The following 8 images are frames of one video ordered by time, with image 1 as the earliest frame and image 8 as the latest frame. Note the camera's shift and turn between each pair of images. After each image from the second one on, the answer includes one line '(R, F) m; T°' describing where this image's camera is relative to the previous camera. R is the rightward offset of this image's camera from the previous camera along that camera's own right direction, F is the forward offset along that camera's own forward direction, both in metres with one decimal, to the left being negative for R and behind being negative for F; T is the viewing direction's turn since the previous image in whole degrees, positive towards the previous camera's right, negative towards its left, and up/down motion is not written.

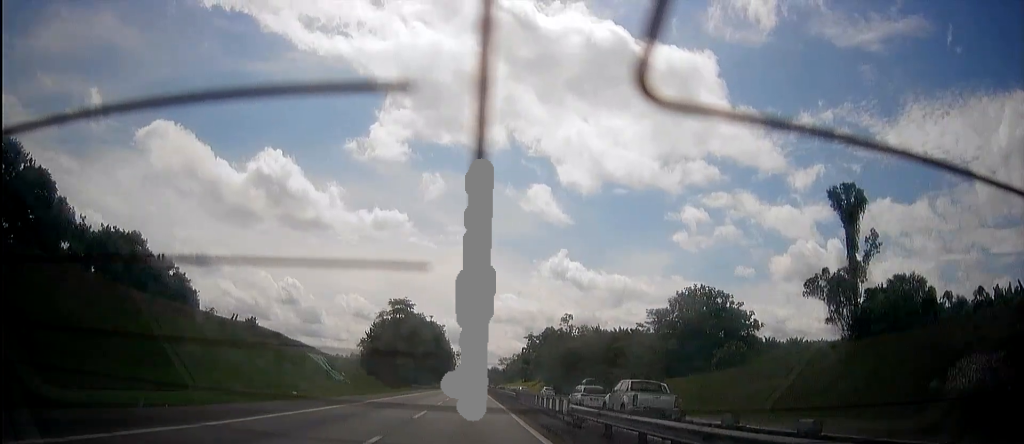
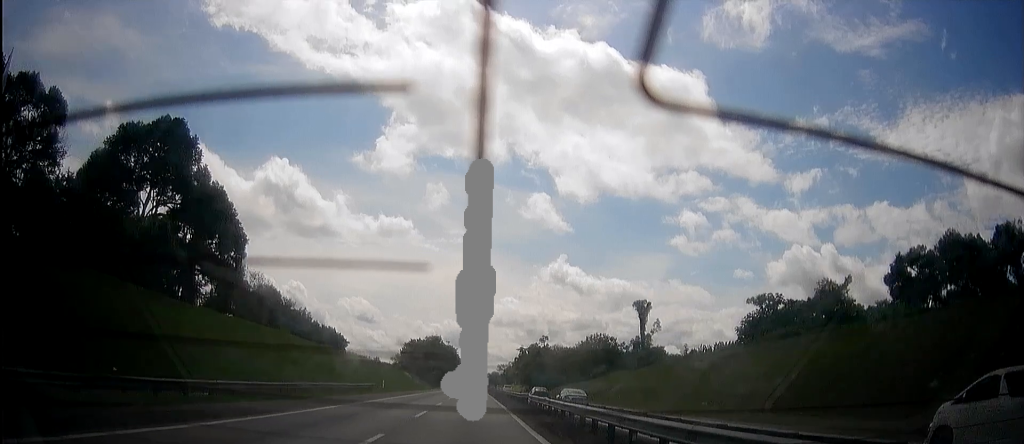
(+0.1, +84.8) m; 0°
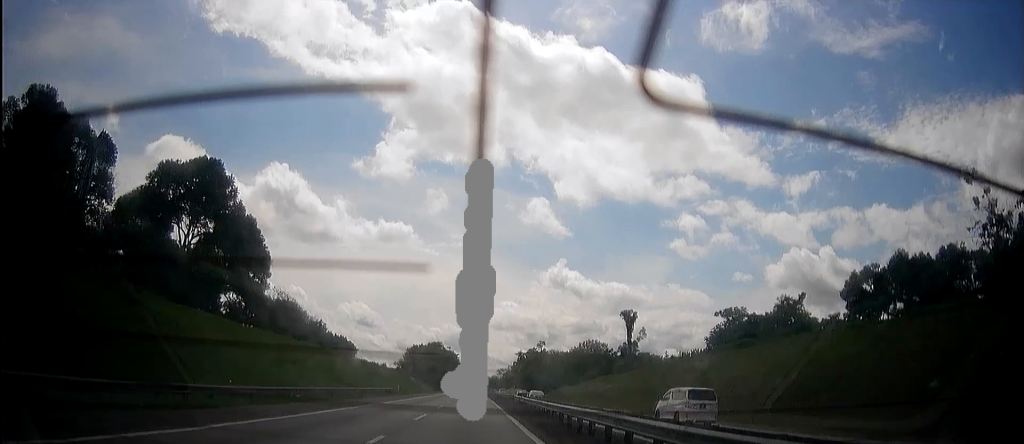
(0.0, +12.1) m; 0°
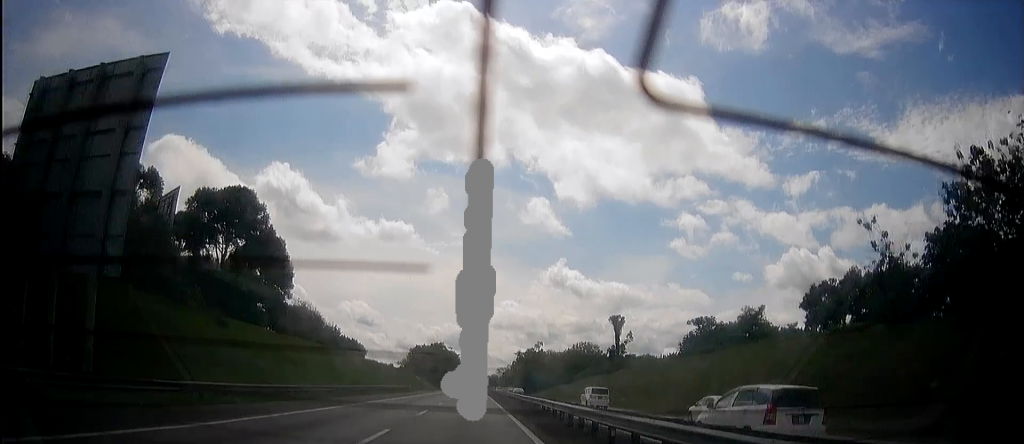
(0.0, +13.3) m; 0°
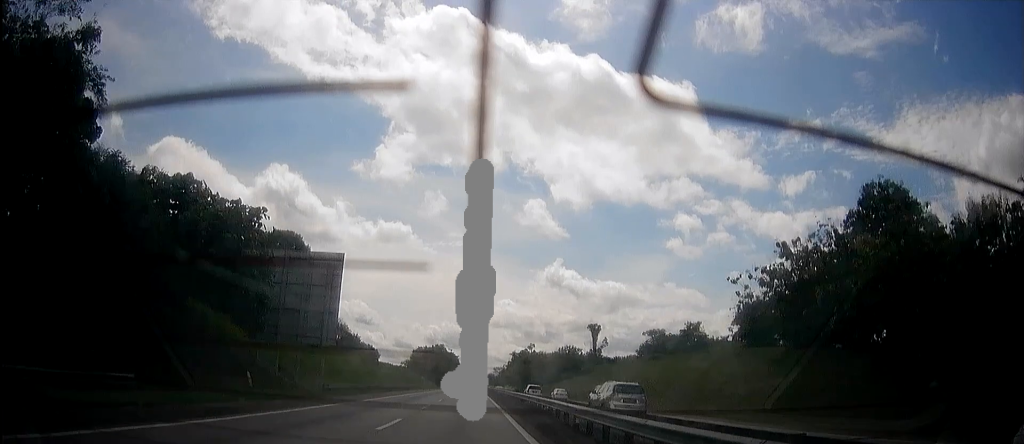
(0.0, +26.7) m; 0°
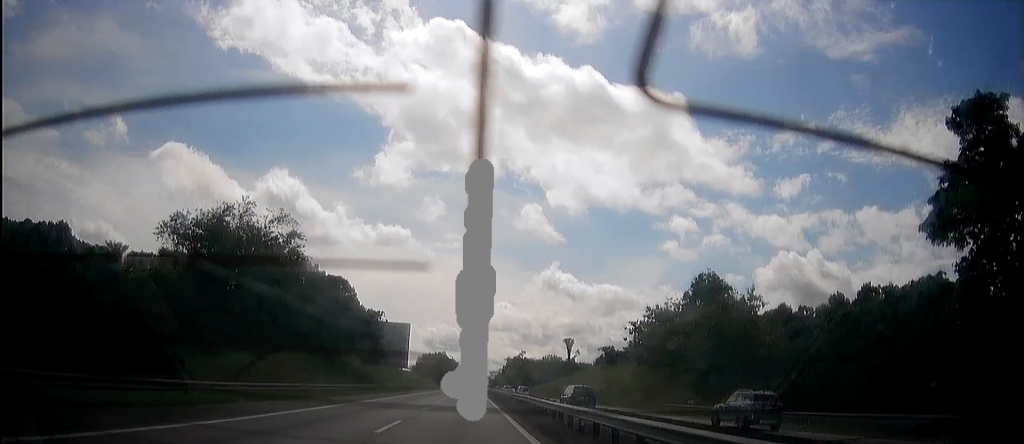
(-0.1, +49.0) m; 0°
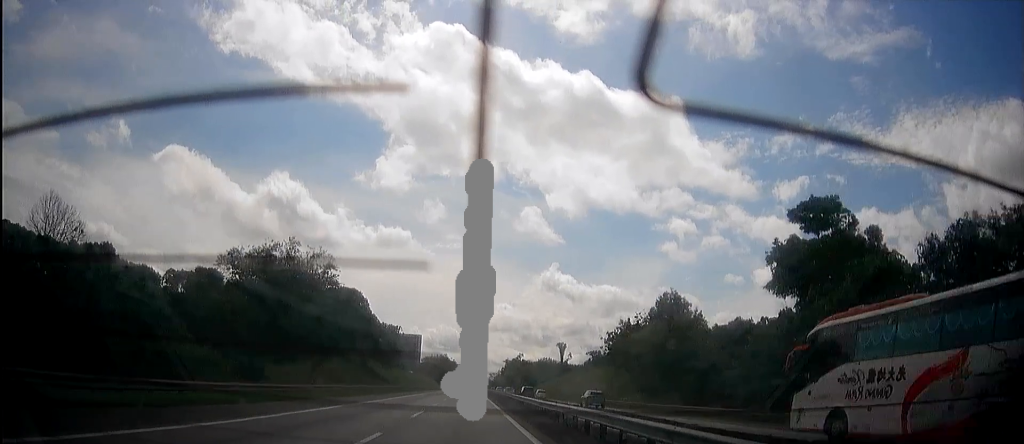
(0.0, +19.7) m; 0°
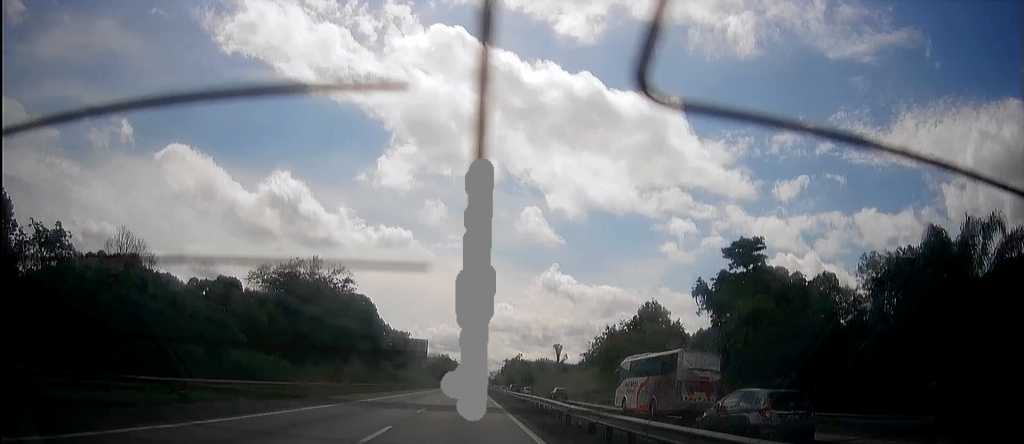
(0.0, +13.5) m; 0°
